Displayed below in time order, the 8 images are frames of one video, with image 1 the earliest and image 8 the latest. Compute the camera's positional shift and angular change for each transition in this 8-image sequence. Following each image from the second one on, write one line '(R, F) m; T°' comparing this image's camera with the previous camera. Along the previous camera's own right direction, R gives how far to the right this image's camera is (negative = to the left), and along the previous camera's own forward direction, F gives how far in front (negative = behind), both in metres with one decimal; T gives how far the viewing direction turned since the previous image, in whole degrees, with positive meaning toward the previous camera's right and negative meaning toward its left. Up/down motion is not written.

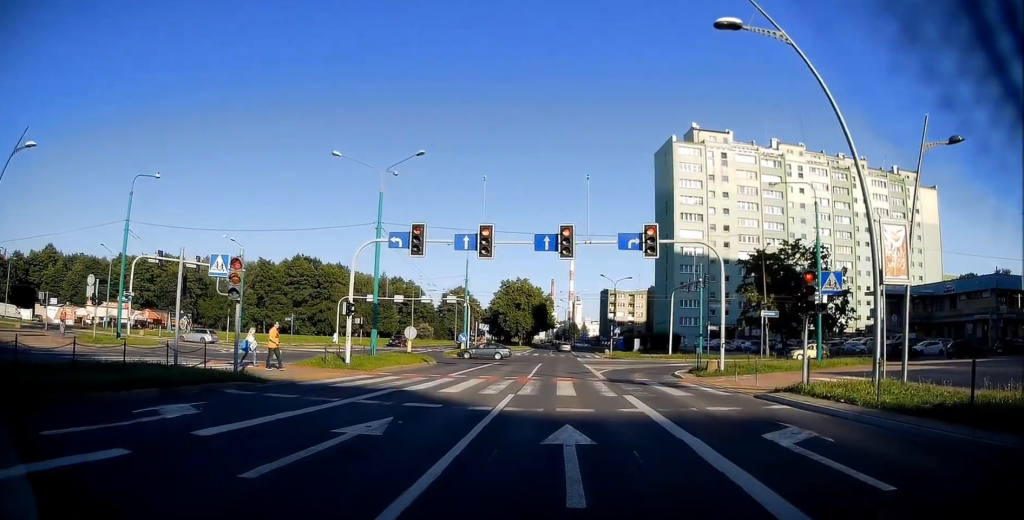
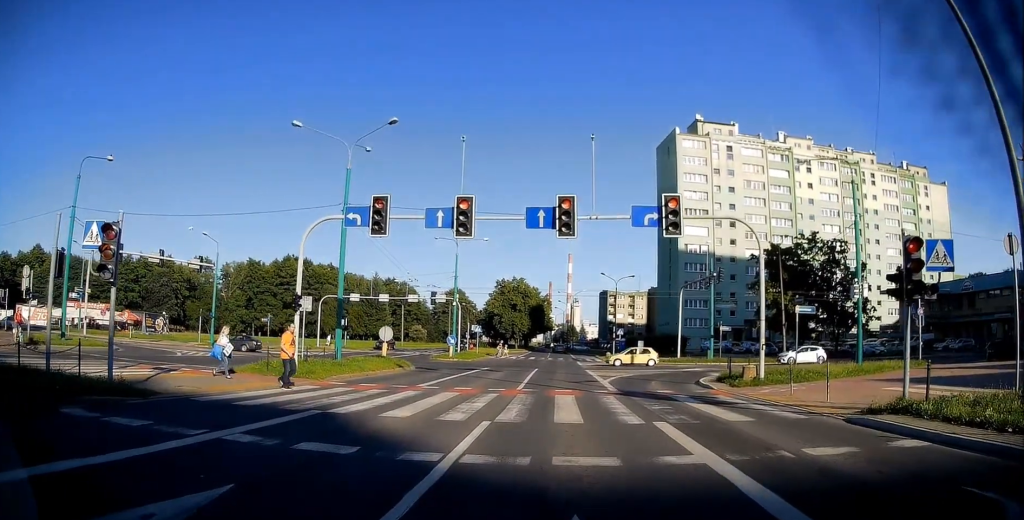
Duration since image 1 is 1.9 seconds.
(0.0, +5.7) m; -7°
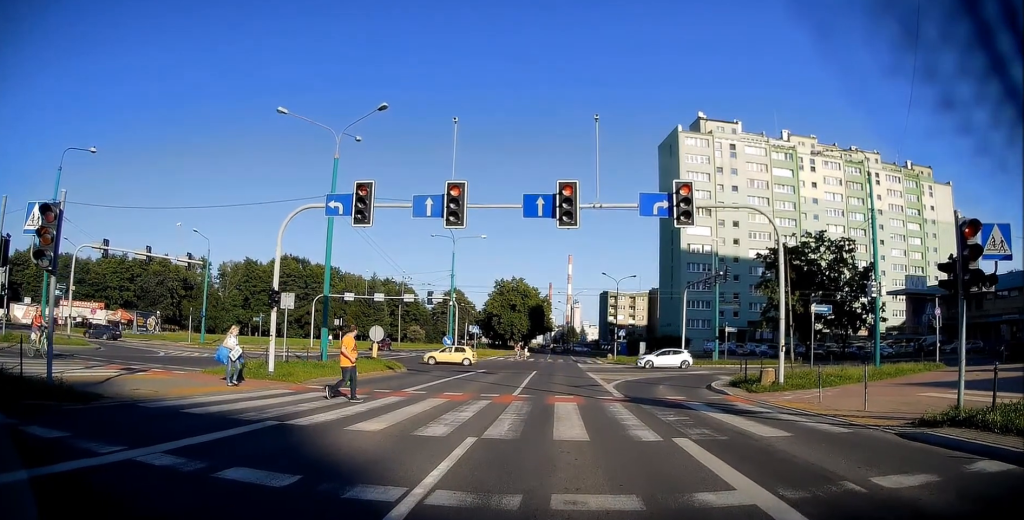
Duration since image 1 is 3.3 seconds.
(-0.2, +1.9) m; 0°
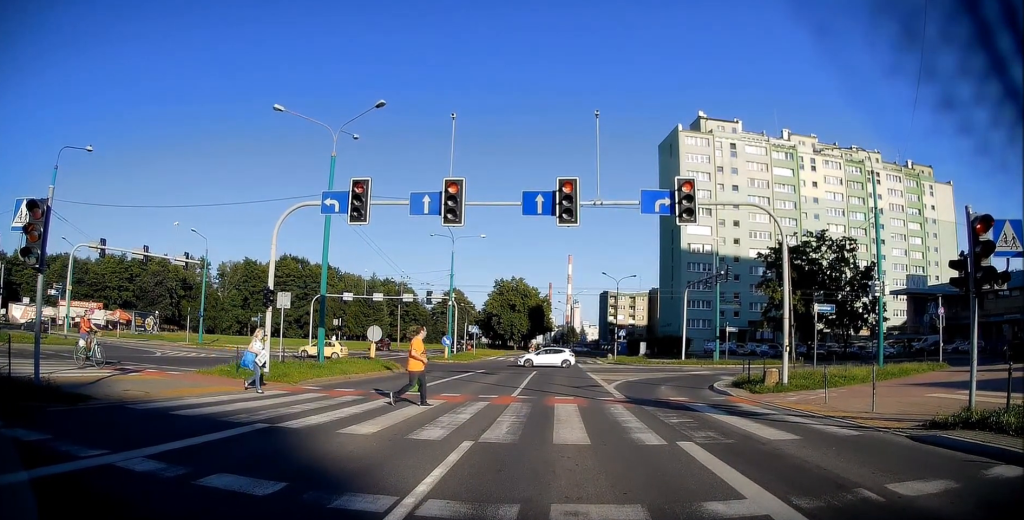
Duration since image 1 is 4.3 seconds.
(+0.4, +0.6) m; 0°
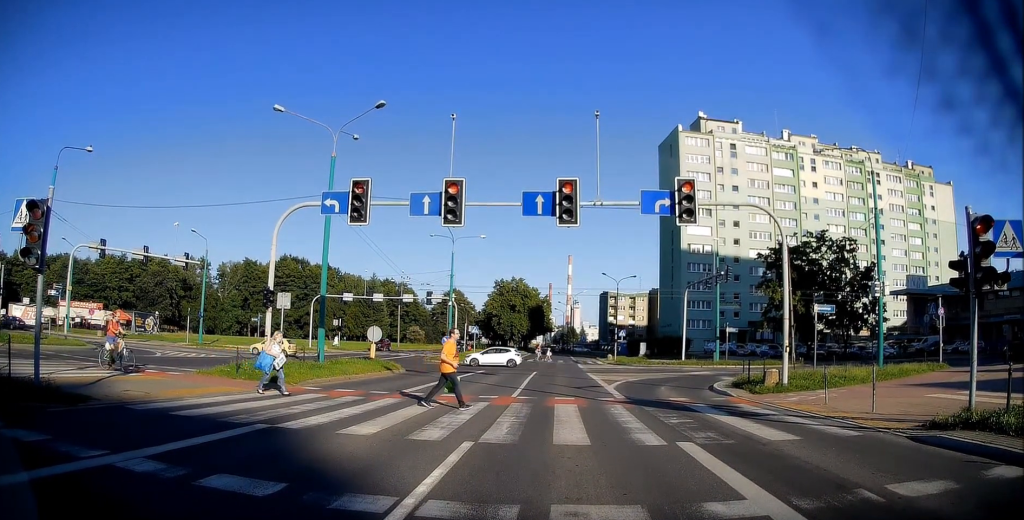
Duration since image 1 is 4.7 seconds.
(+0.1, +0.1) m; 0°
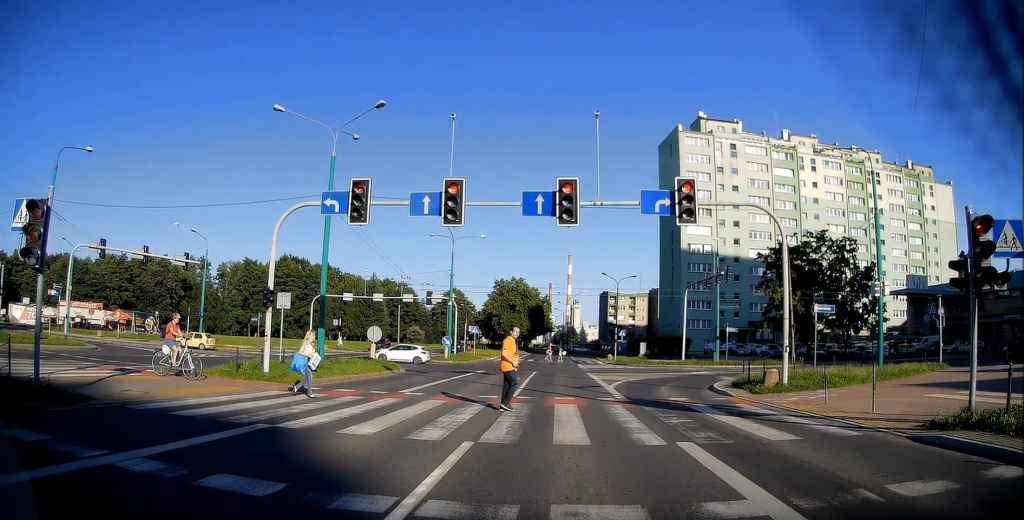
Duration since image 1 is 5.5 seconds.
(+0.4, +0.1) m; 0°
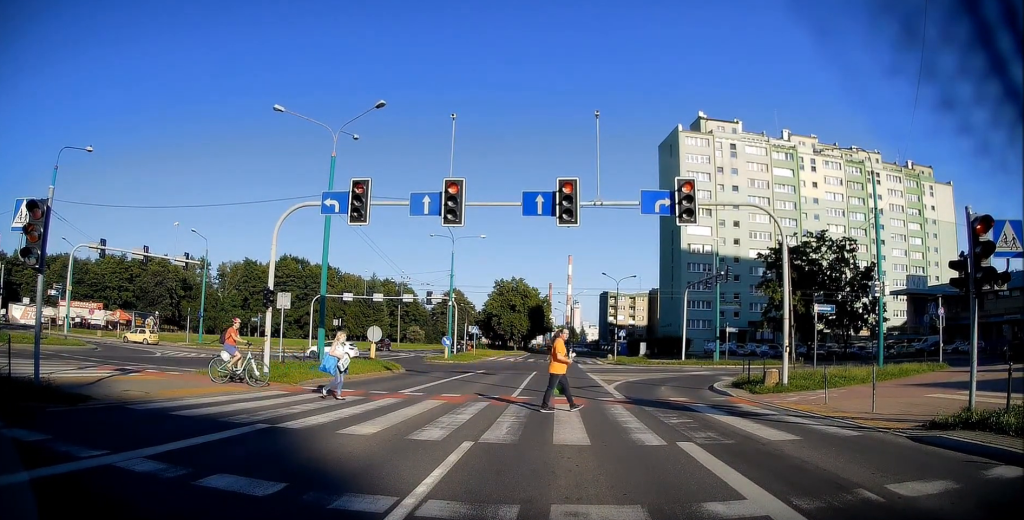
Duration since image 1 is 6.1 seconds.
(+0.2, 0.0) m; 0°
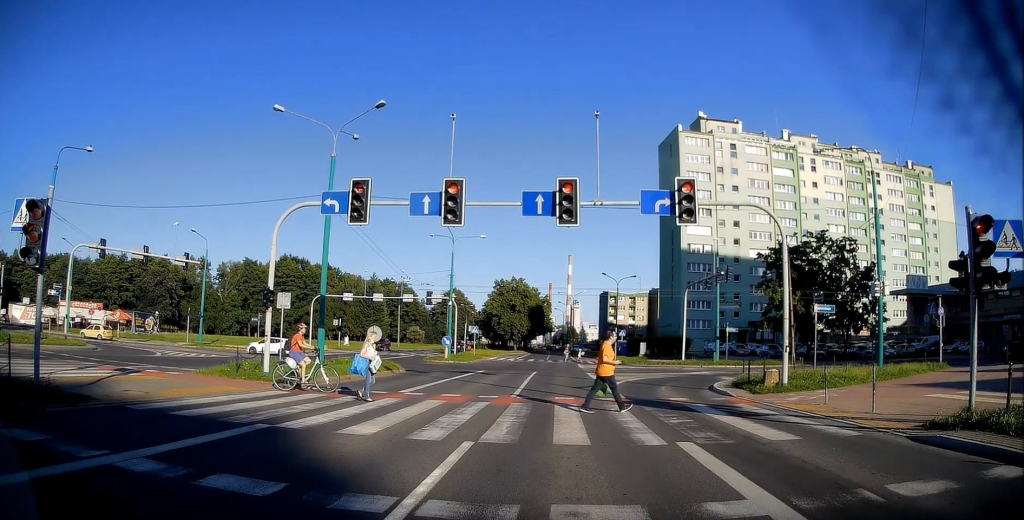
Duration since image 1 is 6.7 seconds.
(+0.1, -0.1) m; 0°
